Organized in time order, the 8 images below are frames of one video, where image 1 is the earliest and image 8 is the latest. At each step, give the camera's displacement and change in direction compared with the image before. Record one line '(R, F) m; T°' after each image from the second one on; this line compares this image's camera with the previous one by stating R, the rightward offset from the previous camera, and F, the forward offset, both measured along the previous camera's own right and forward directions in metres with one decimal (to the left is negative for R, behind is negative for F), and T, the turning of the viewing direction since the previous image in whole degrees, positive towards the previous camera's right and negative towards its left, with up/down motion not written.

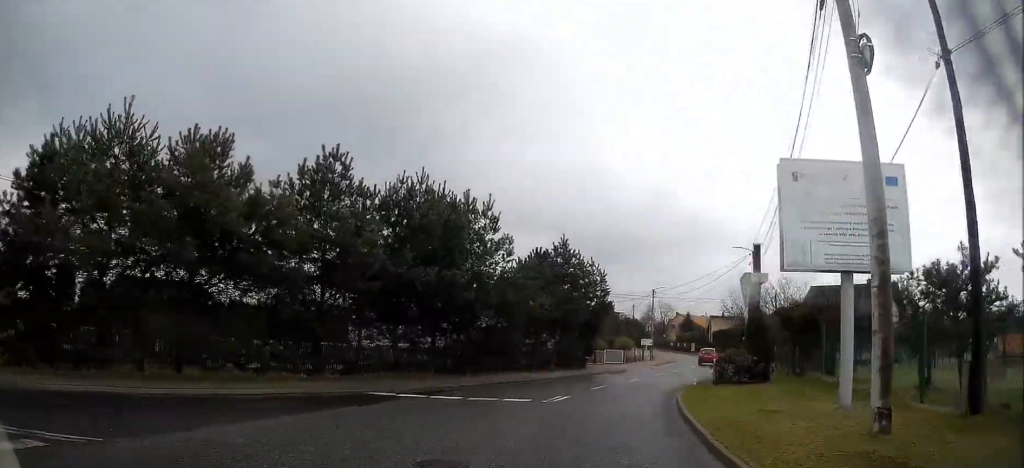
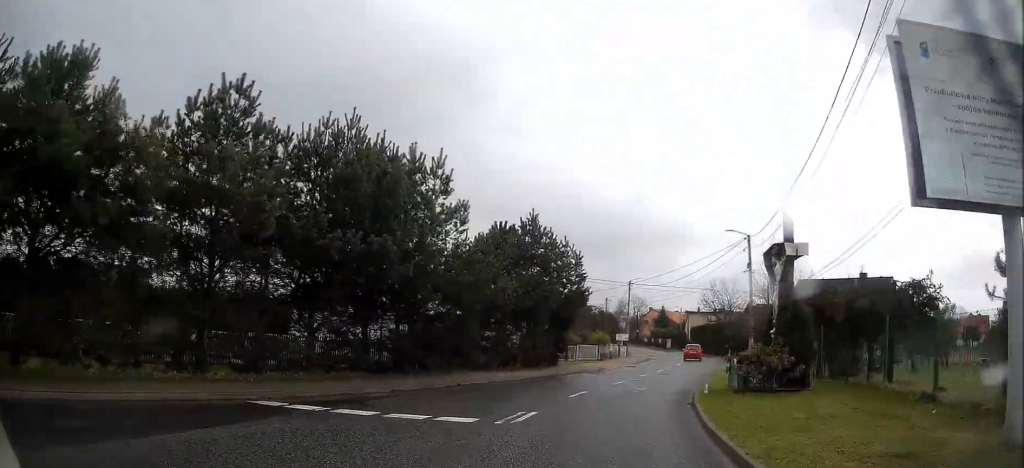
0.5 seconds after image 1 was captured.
(-0.1, +5.5) m; +2°
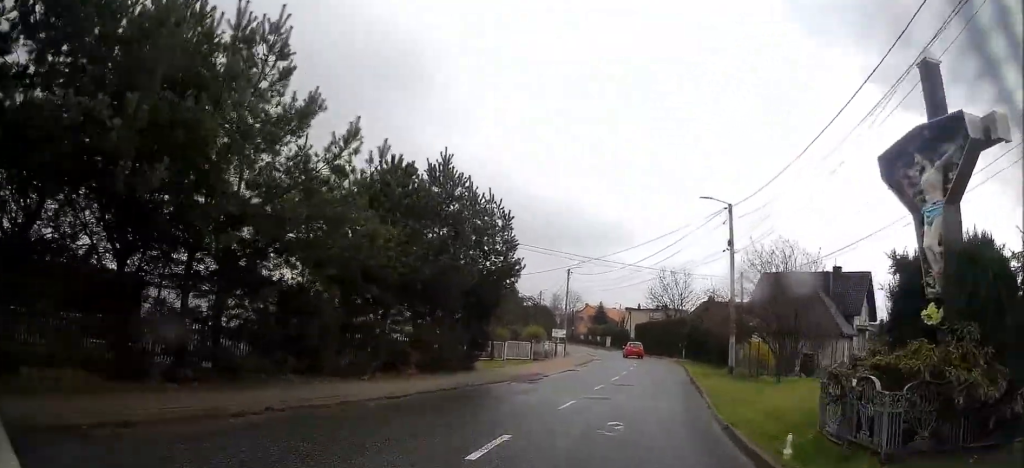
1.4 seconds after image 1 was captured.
(+0.4, +9.3) m; +5°
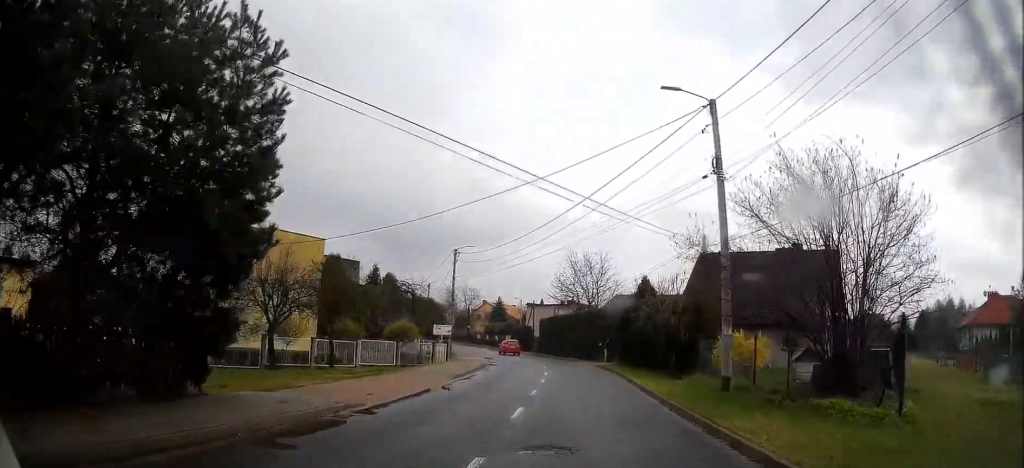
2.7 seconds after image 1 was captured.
(+1.0, +13.8) m; +10°
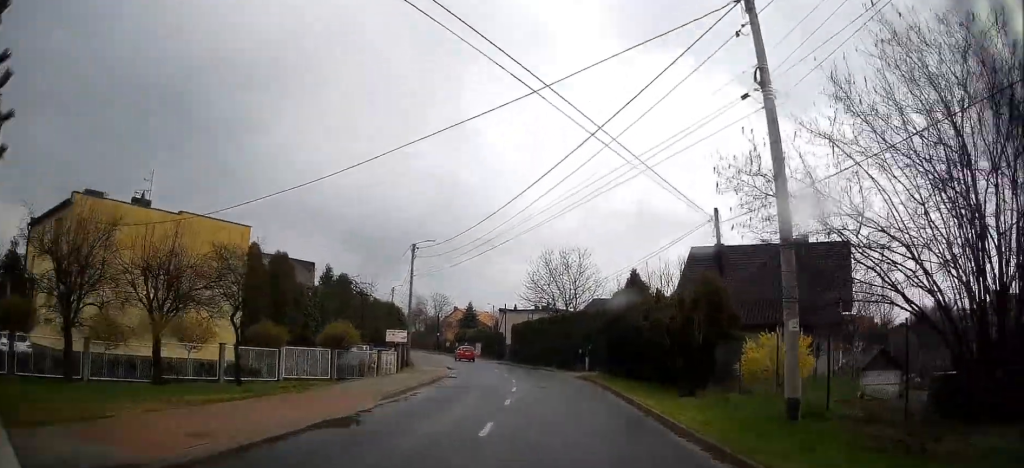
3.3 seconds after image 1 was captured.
(+0.4, +6.4) m; +2°
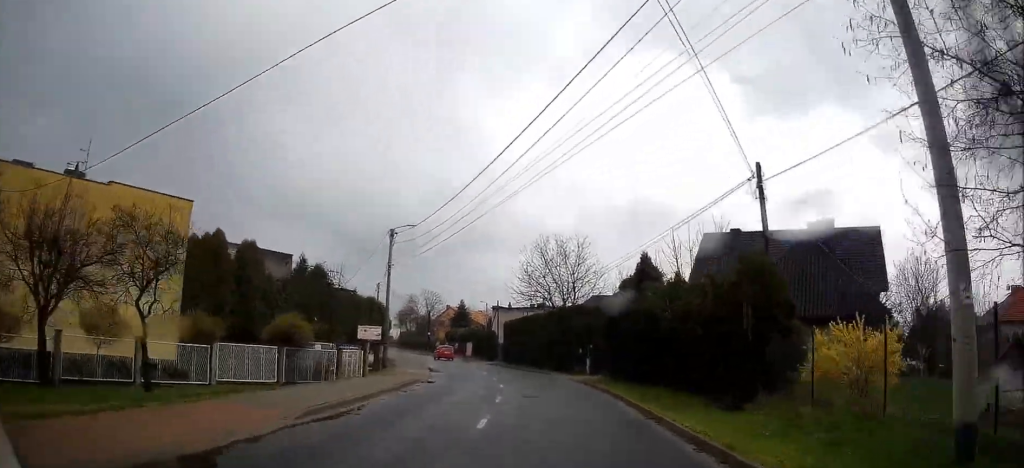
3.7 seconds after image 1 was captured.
(+0.1, +5.0) m; +2°
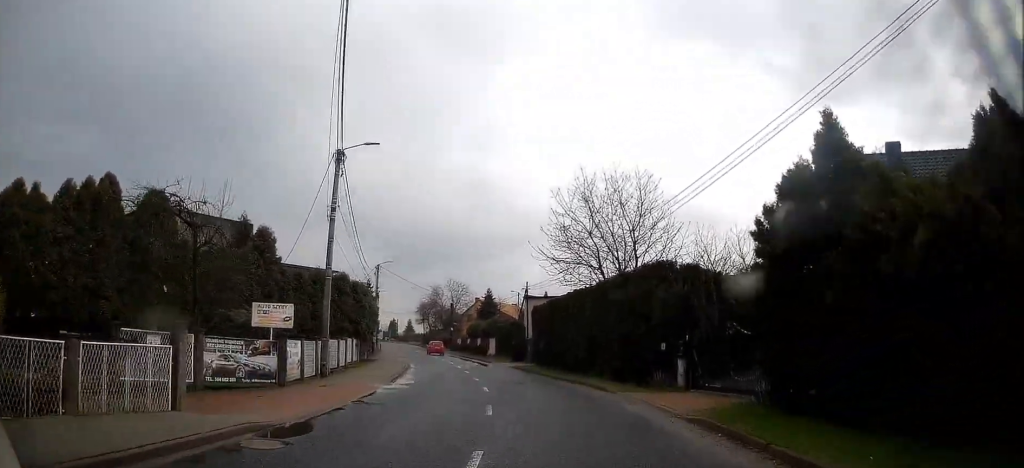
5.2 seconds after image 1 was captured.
(+0.2, +15.9) m; 0°
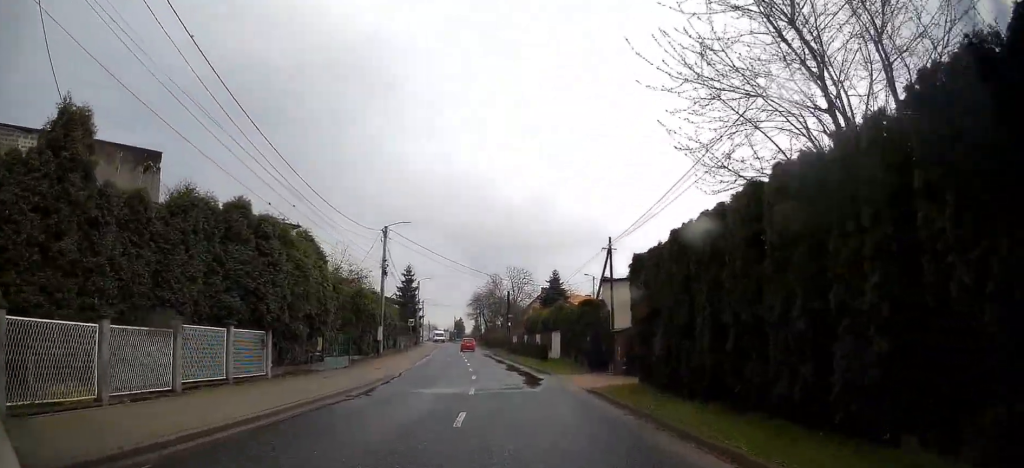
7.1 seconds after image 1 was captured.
(-0.7, +20.2) m; -5°
